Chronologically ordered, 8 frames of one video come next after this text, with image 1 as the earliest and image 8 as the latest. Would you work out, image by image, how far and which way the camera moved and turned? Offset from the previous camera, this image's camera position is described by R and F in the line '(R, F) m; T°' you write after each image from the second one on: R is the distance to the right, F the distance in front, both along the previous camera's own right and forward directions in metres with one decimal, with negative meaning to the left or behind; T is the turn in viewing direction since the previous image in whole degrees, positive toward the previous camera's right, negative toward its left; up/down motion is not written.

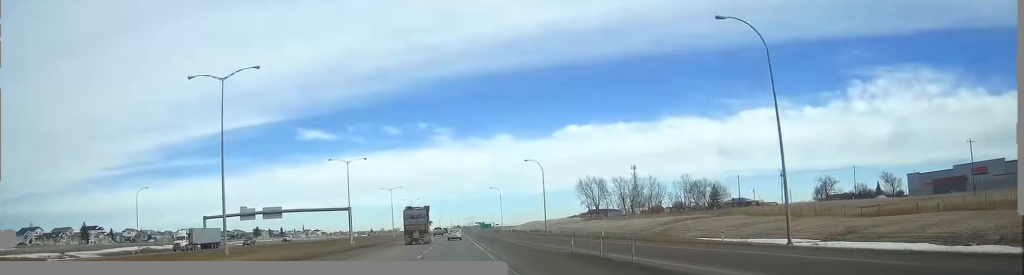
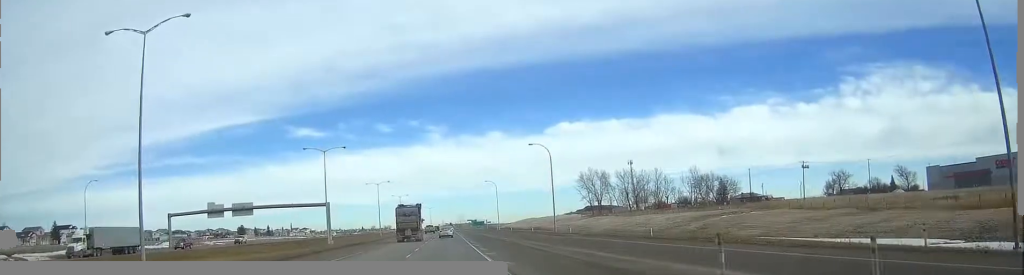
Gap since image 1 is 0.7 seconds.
(+0.1, +18.8) m; 0°
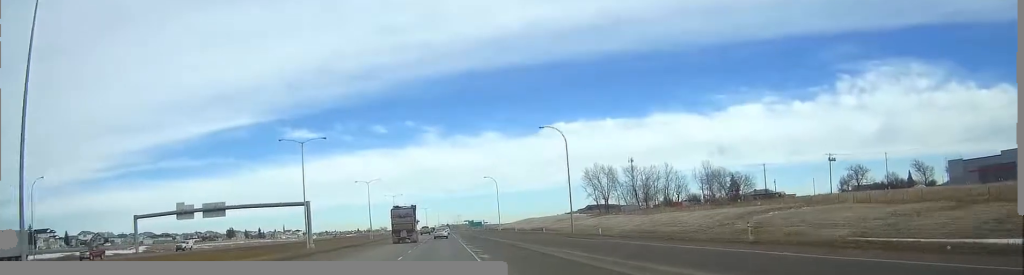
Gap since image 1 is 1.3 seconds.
(0.0, +17.9) m; 0°
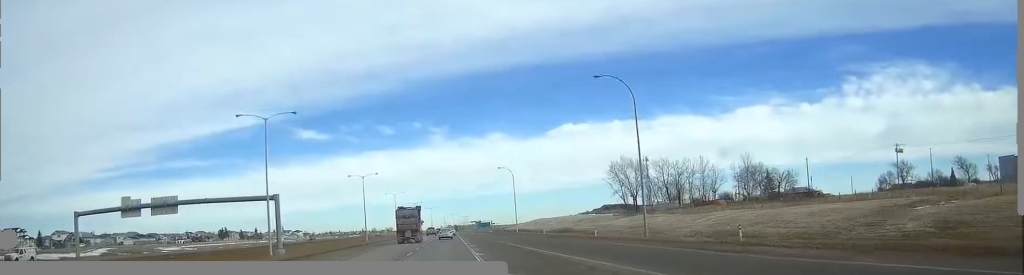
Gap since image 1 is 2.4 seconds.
(+0.1, +30.0) m; 0°
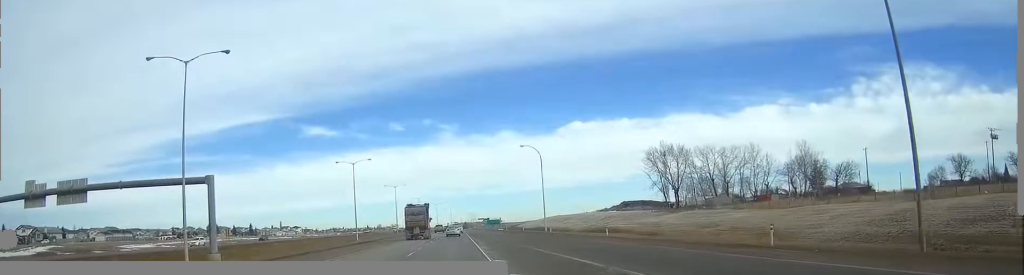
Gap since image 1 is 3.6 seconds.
(-0.2, +34.5) m; 0°
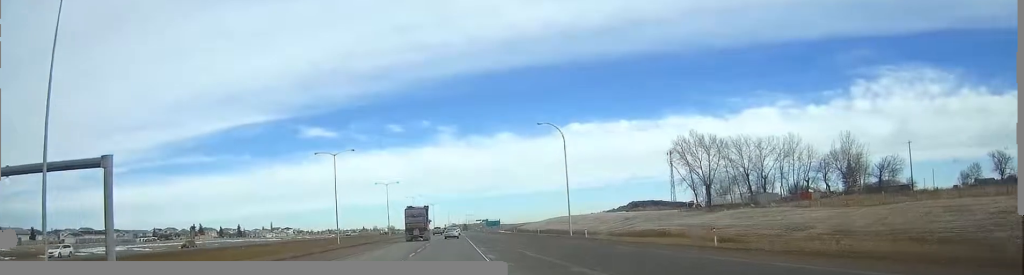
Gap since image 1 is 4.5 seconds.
(0.0, +25.0) m; 0°
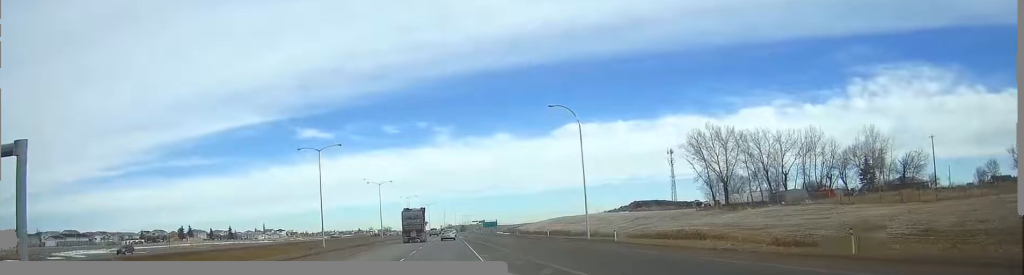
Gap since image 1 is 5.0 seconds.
(0.0, +12.9) m; 0°
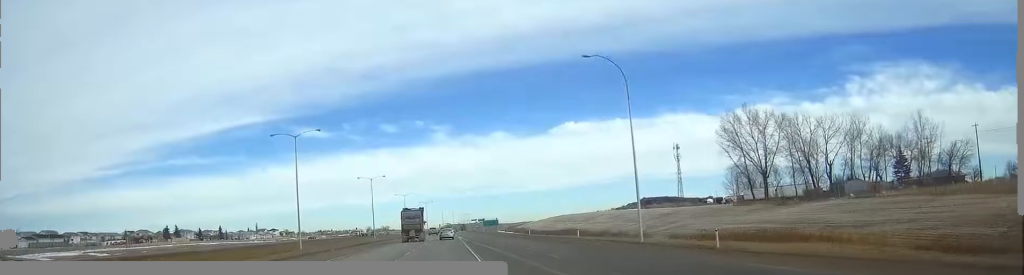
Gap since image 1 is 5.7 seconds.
(0.0, +20.1) m; 0°
